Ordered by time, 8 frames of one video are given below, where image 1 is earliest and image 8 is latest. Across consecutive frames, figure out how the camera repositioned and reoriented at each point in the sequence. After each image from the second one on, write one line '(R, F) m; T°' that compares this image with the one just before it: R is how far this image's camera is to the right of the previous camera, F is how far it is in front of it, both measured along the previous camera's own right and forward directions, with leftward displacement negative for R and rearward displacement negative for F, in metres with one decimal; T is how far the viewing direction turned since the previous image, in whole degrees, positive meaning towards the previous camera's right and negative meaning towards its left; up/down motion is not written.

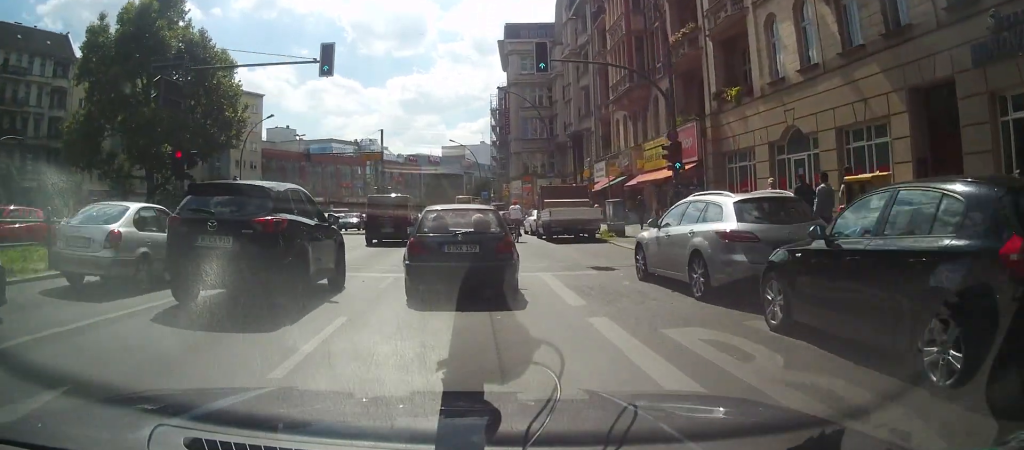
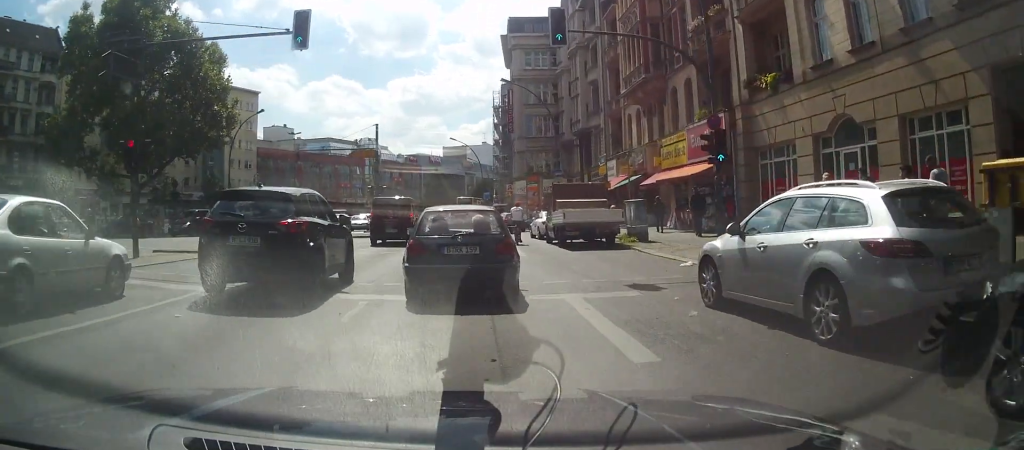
(+0.1, +3.2) m; 0°
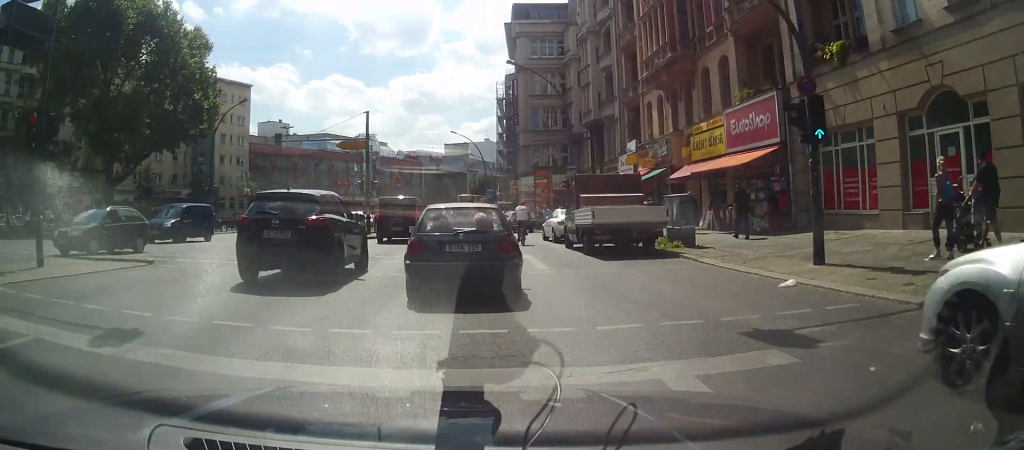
(-0.2, +4.7) m; -1°
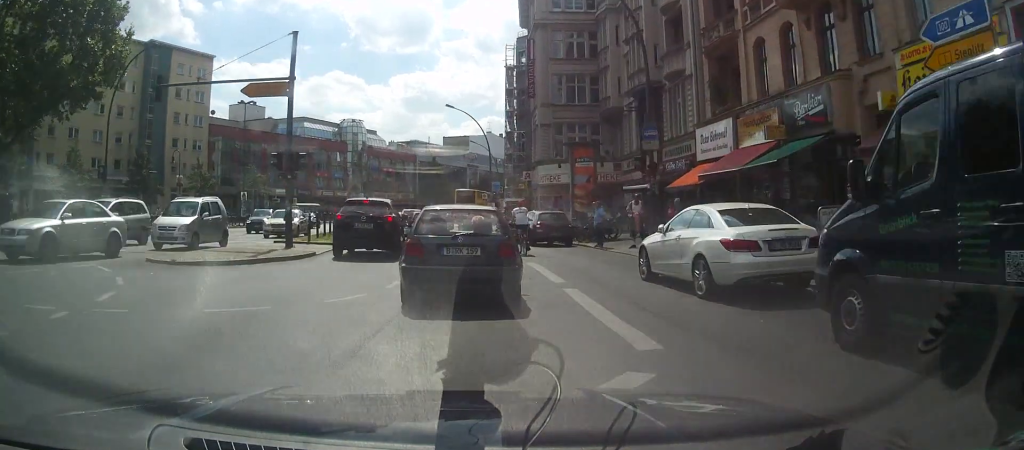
(+0.1, +16.5) m; 0°
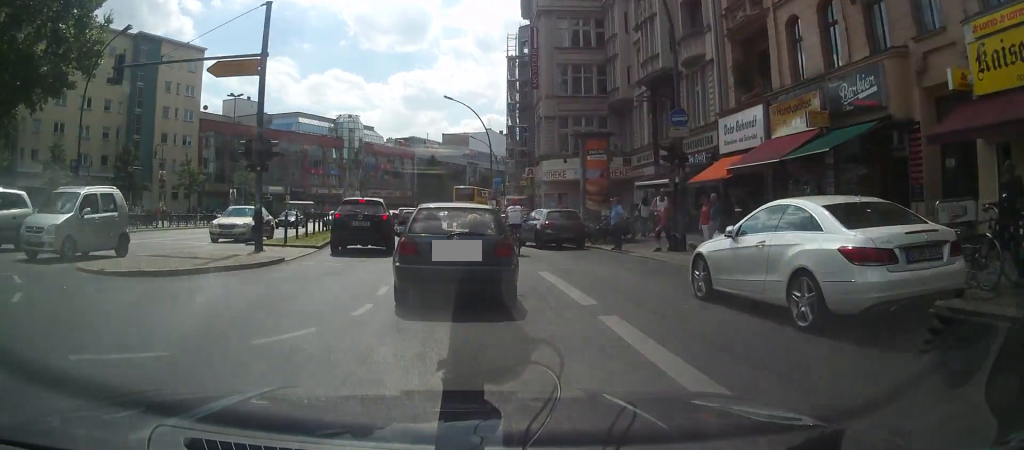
(0.0, +3.1) m; -1°
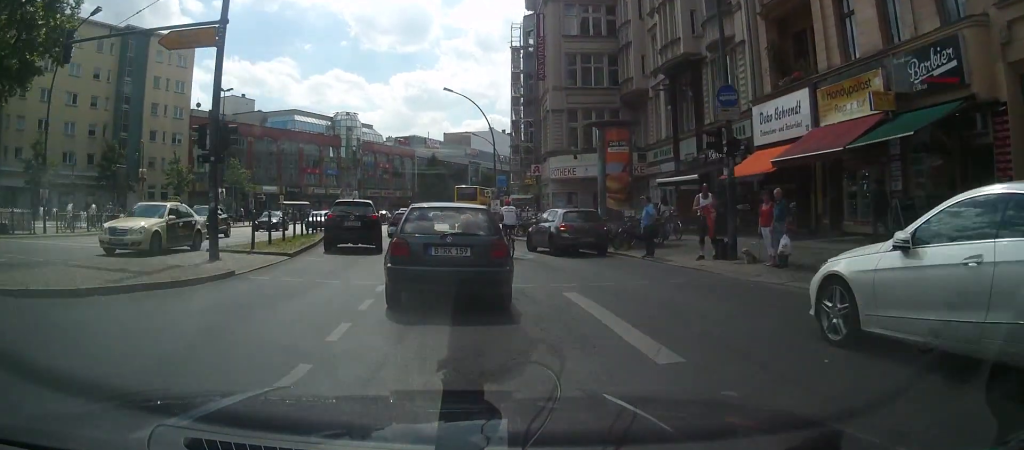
(0.0, +3.6) m; -1°
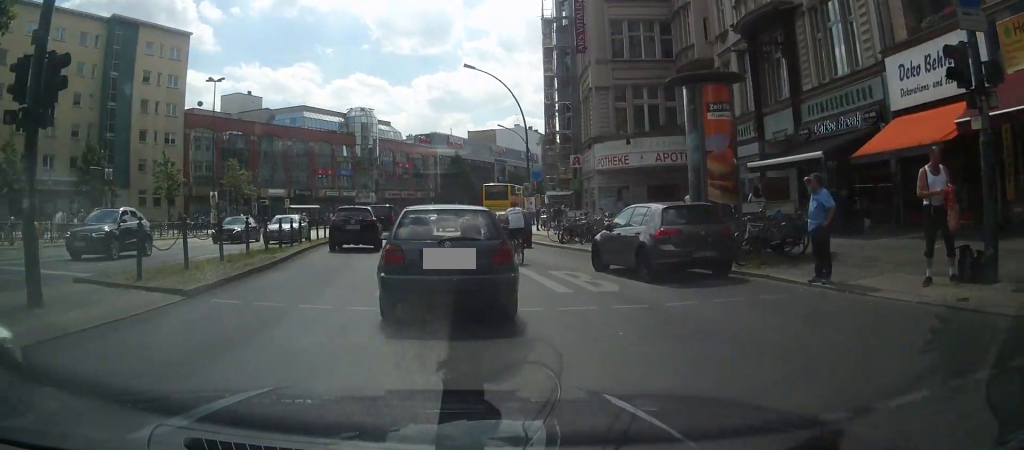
(-0.1, +7.6) m; -2°
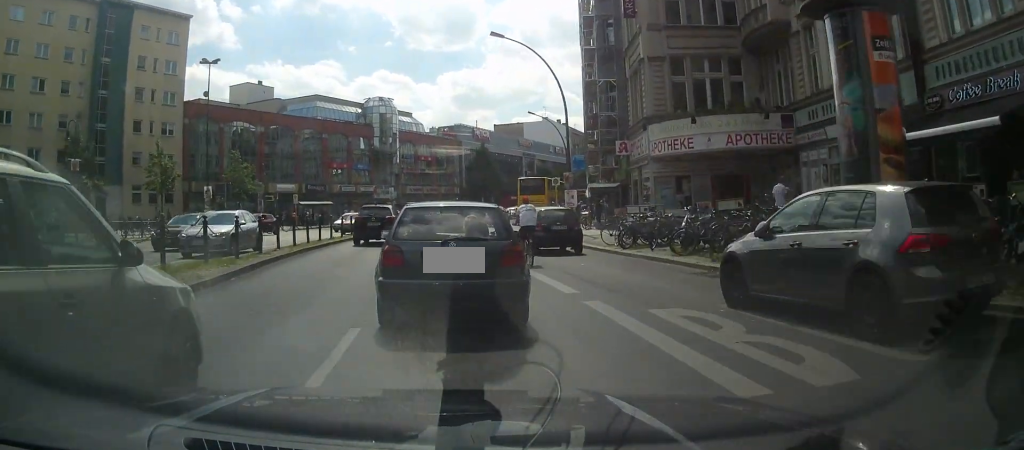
(-0.1, +6.2) m; -1°
